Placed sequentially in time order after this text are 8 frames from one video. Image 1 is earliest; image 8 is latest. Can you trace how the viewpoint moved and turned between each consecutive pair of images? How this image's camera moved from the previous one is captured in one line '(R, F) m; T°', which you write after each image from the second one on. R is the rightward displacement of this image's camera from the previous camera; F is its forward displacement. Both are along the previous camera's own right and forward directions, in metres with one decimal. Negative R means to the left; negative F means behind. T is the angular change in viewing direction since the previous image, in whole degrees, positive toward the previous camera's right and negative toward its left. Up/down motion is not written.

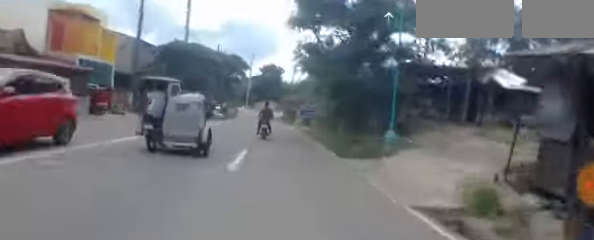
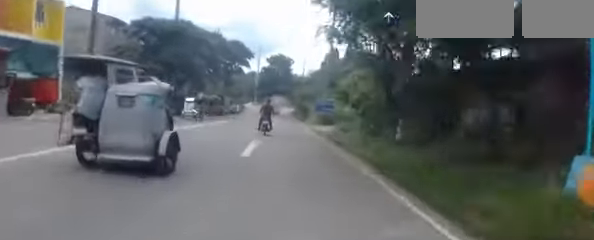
(-0.1, +7.5) m; 0°
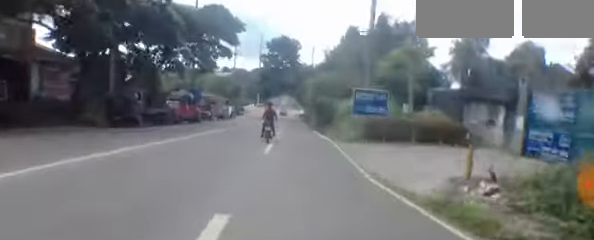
(+0.2, +16.9) m; 0°
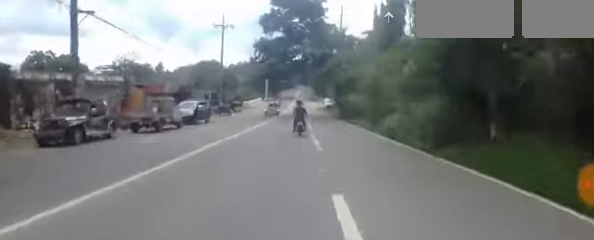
(-0.2, +26.6) m; +1°
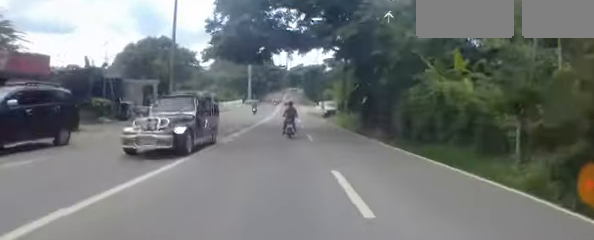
(+0.1, +16.7) m; -2°
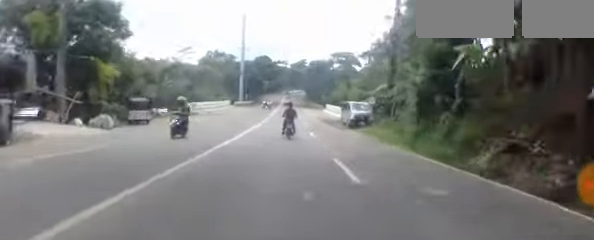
(-0.6, +16.0) m; -2°
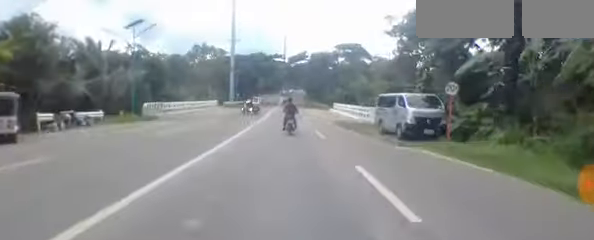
(+0.2, +10.8) m; +1°
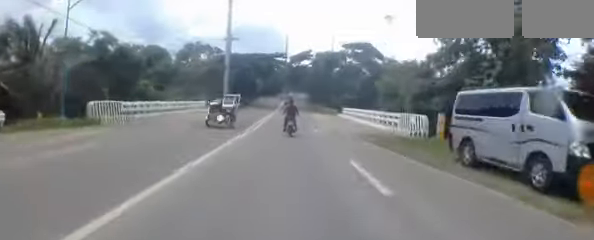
(+0.1, +8.3) m; +1°
